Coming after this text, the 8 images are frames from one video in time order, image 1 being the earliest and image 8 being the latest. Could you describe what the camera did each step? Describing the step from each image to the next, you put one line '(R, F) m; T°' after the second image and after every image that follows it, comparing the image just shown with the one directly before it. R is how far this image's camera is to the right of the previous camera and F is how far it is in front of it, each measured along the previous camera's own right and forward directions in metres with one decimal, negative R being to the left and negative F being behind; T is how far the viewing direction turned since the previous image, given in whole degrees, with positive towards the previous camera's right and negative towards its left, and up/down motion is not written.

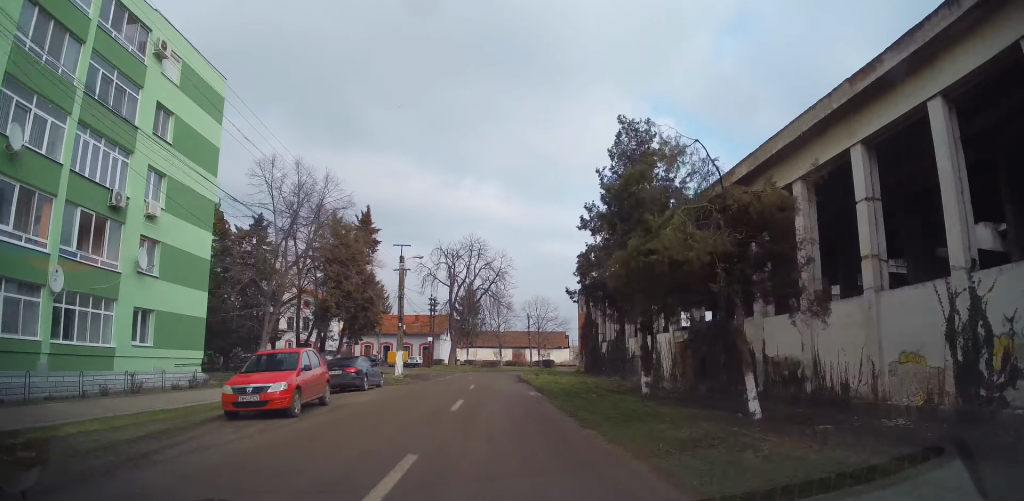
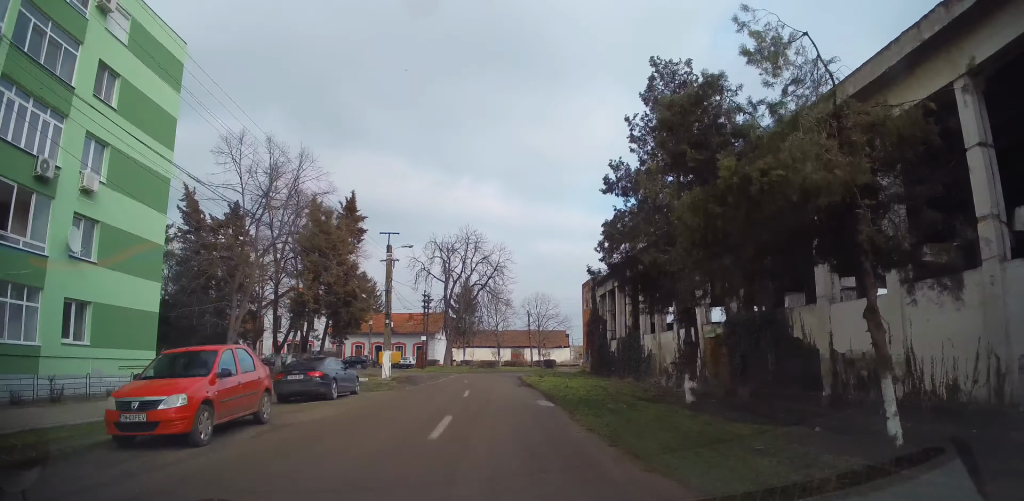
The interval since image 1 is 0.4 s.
(0.0, +4.2) m; 0°
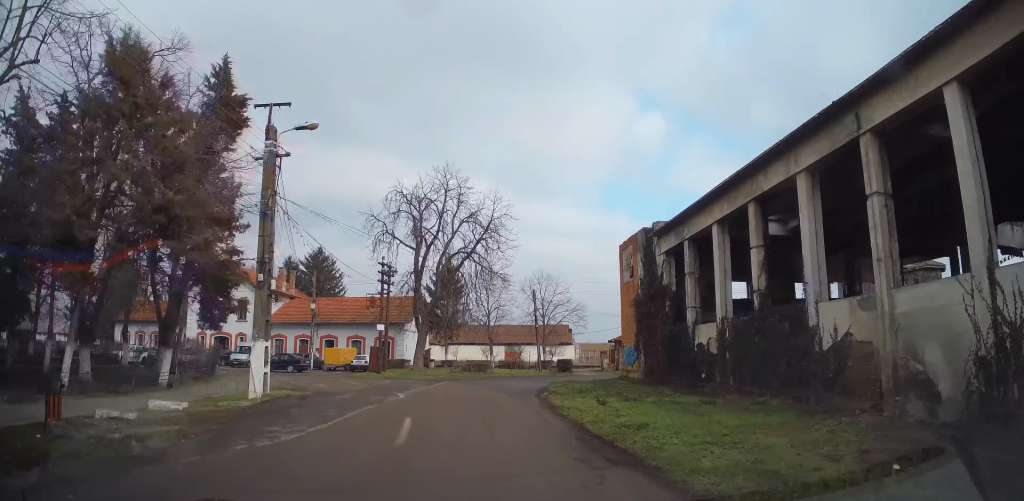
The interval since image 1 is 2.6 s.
(+0.5, +19.4) m; +2°
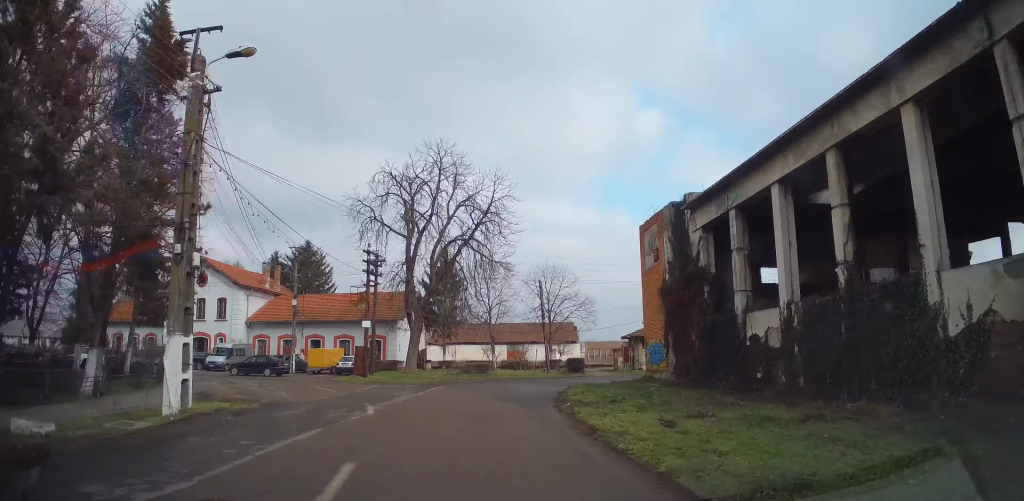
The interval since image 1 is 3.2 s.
(+0.1, +4.9) m; -1°
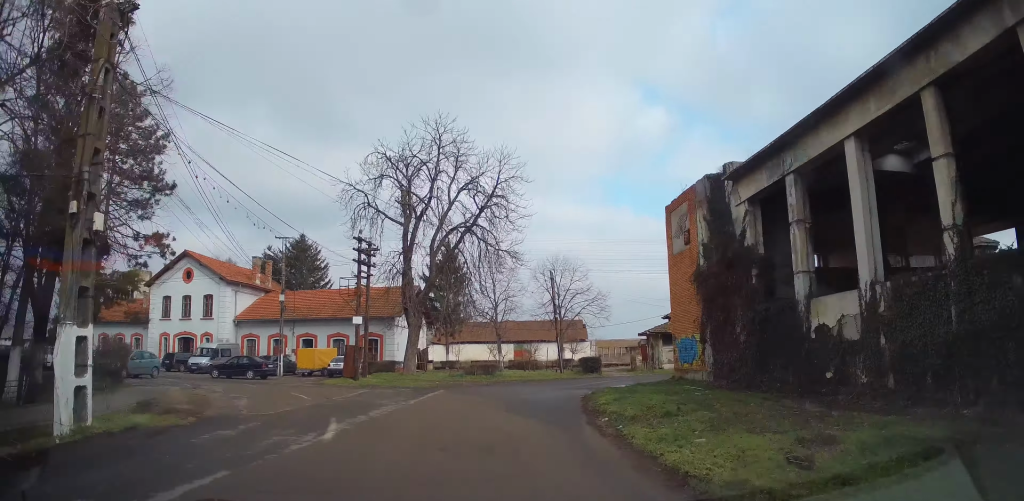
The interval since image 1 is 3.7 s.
(-0.3, +3.8) m; -1°
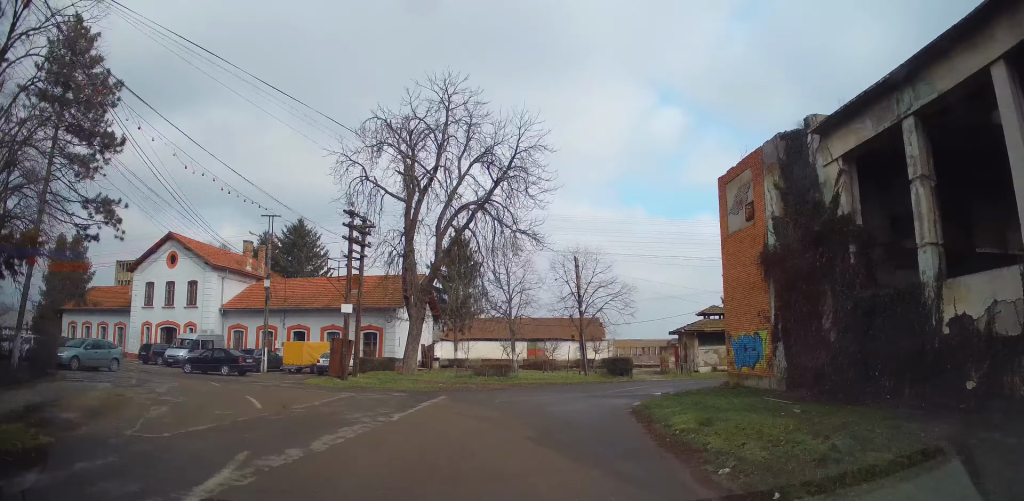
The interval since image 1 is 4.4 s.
(0.0, +4.9) m; +1°
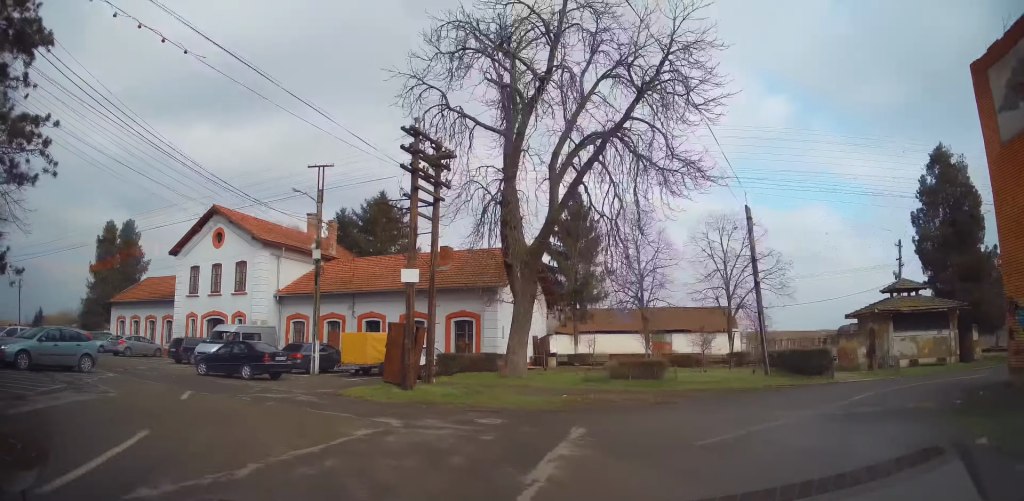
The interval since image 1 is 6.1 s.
(0.0, +10.5) m; -8°
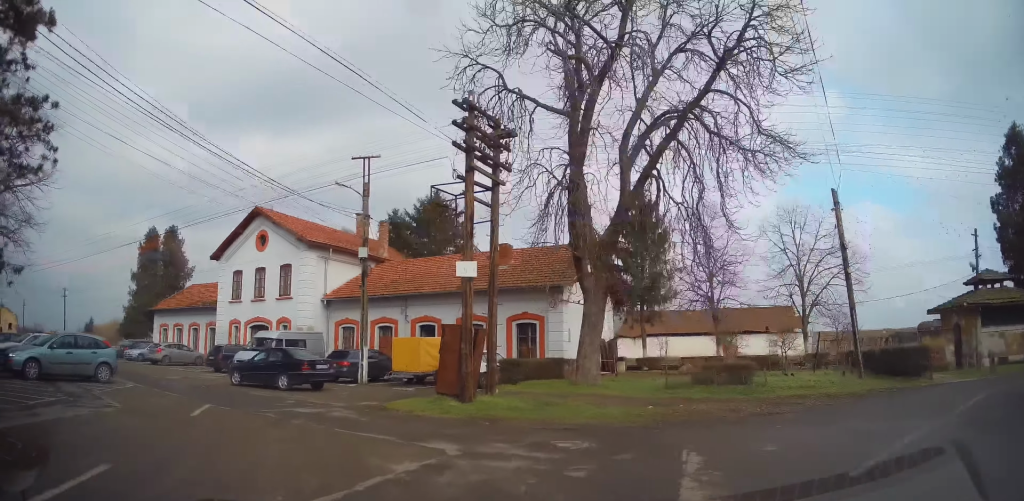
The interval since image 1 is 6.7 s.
(-0.2, +2.6) m; -6°
